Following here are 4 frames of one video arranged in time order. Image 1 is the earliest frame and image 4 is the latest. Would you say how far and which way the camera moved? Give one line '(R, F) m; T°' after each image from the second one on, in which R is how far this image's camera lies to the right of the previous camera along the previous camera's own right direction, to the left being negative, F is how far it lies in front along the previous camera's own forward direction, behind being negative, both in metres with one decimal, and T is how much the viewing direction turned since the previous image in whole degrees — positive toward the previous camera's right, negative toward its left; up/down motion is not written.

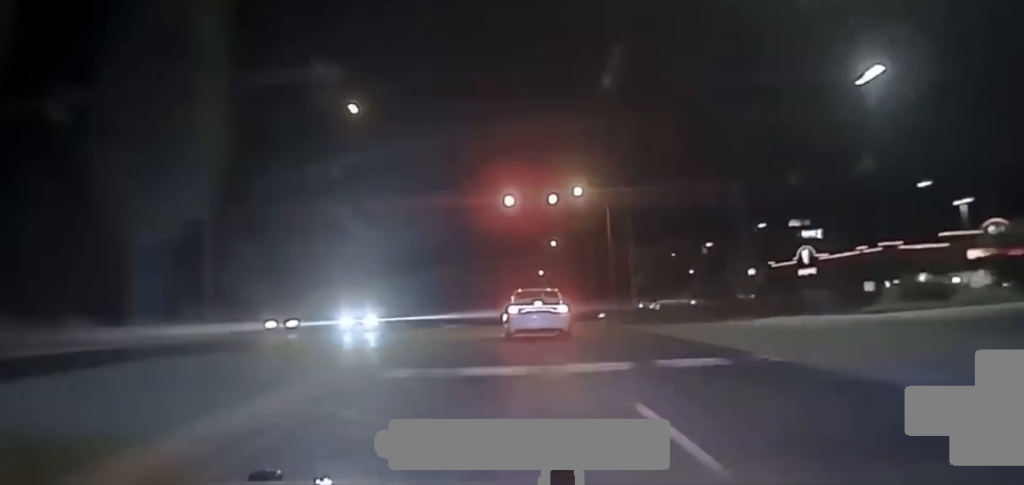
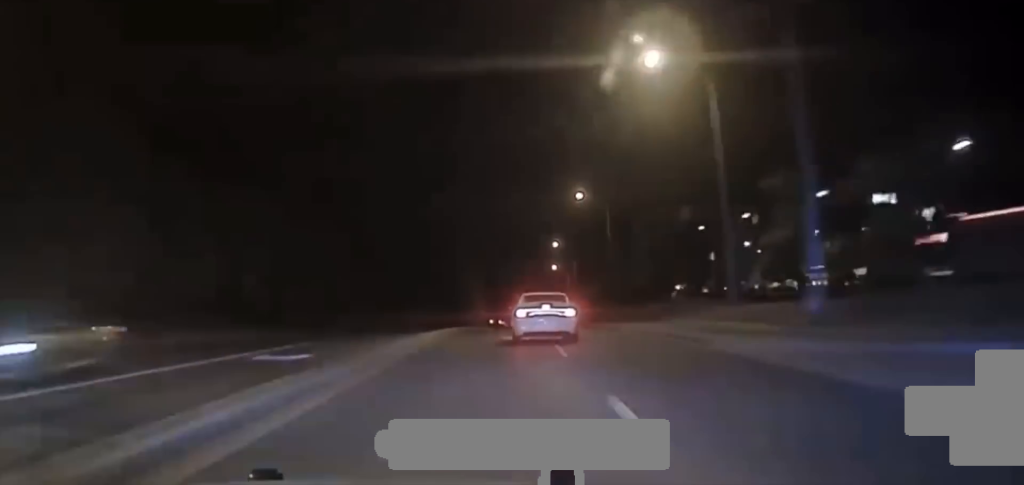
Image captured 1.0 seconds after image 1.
(-0.4, +38.5) m; 0°
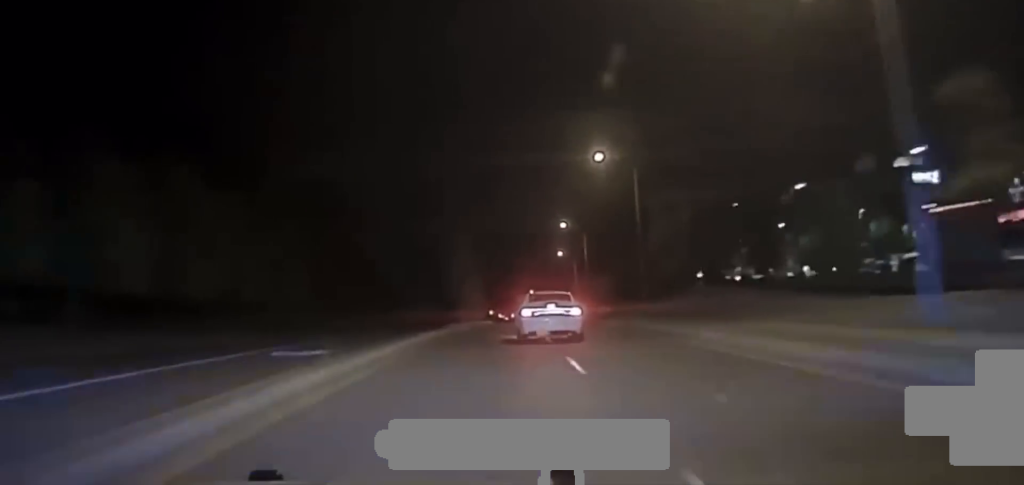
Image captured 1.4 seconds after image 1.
(+0.1, +18.2) m; 0°
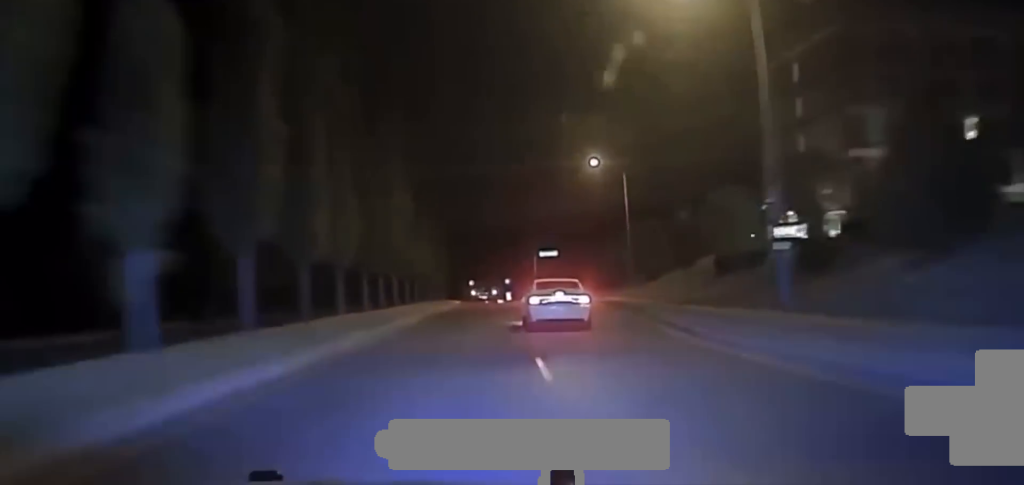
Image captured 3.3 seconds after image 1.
(+1.0, +75.6) m; +1°
